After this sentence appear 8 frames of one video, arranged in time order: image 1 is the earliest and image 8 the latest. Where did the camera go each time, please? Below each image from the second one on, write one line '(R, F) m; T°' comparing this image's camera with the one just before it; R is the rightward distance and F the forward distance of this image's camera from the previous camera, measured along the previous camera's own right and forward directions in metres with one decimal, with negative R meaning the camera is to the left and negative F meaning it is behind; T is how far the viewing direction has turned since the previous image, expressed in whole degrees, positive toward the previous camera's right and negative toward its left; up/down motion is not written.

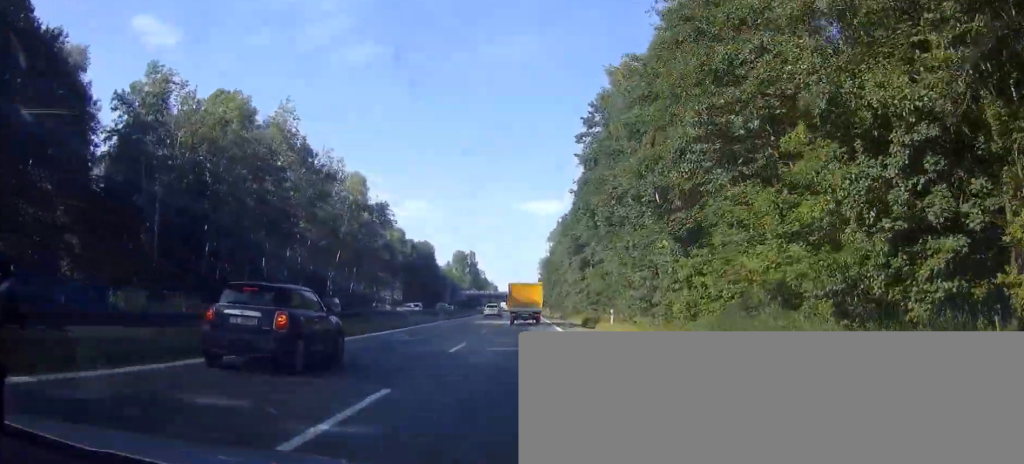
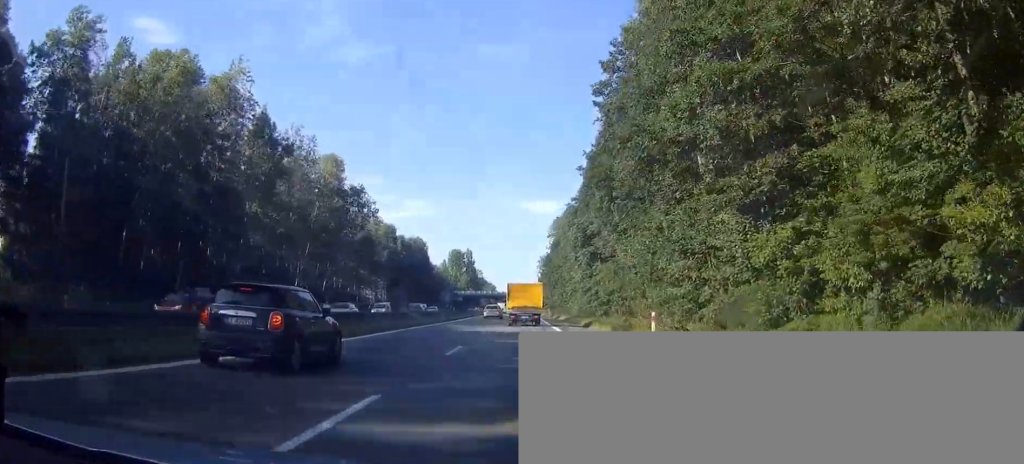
(0.0, +12.8) m; 0°
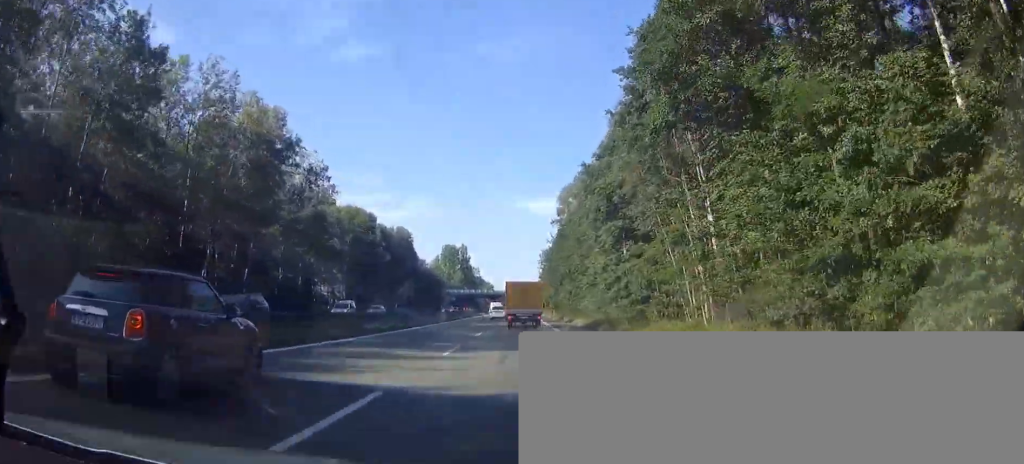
(+0.1, +24.1) m; 0°
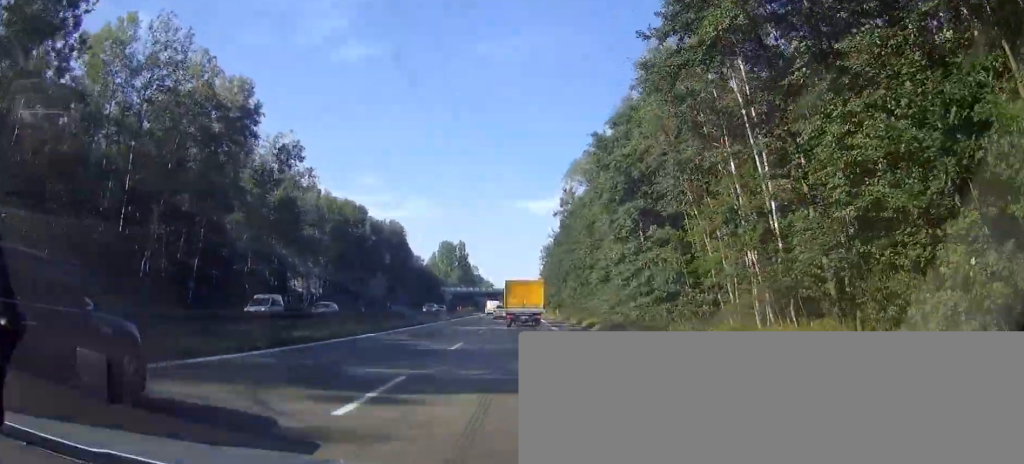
(0.0, +10.1) m; 0°
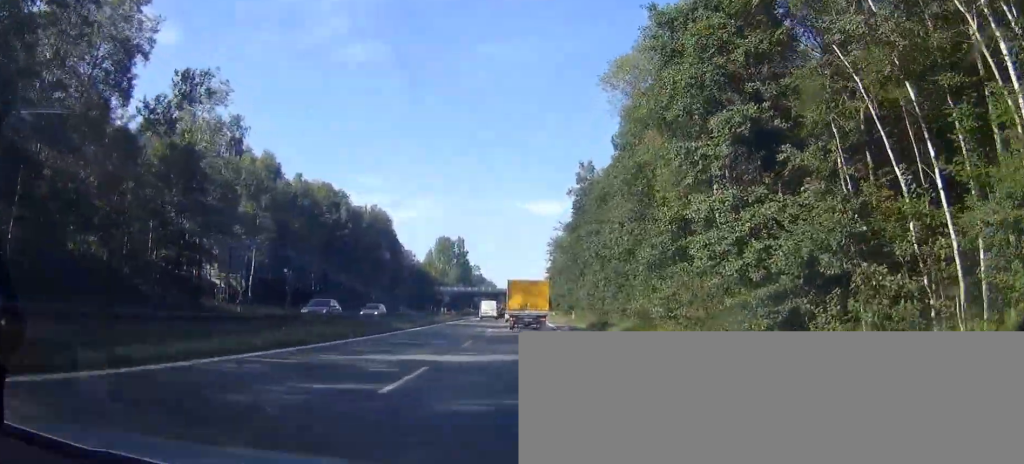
(-0.2, +23.0) m; -1°
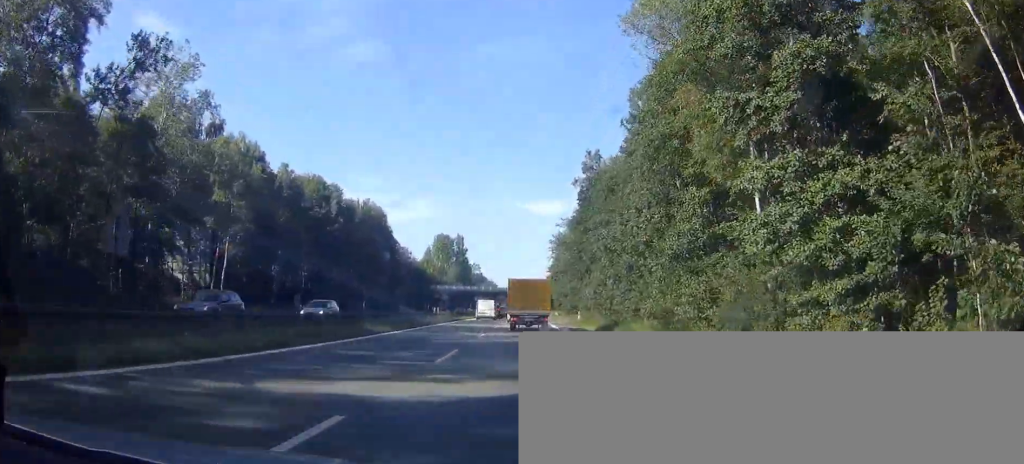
(0.0, +6.5) m; 0°
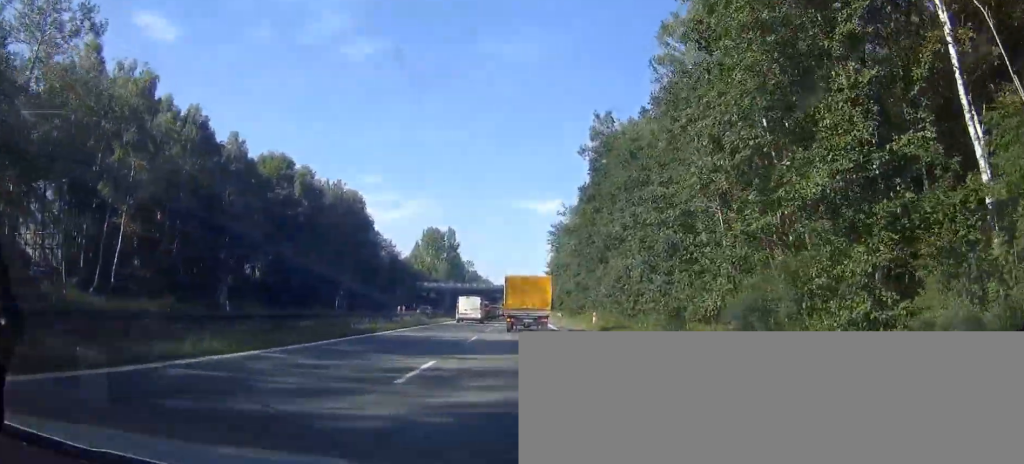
(0.0, +16.6) m; 0°
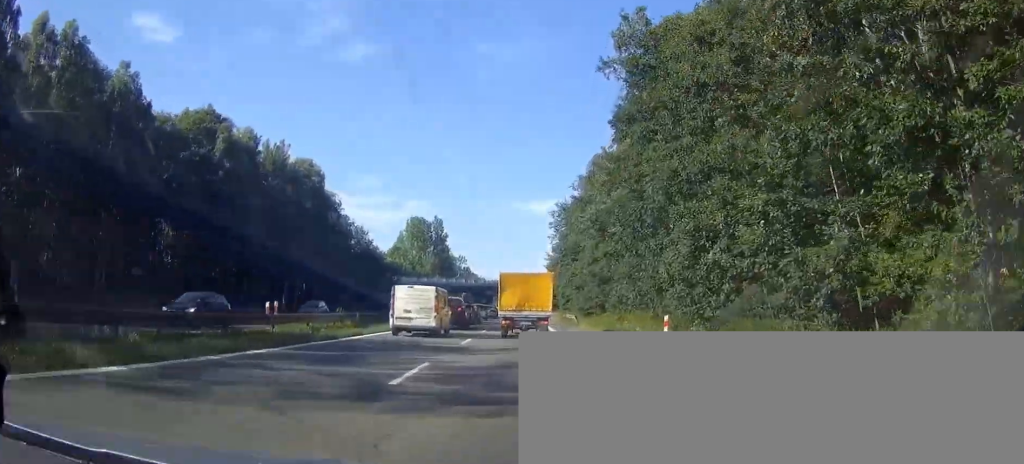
(0.0, +24.0) m; 0°
